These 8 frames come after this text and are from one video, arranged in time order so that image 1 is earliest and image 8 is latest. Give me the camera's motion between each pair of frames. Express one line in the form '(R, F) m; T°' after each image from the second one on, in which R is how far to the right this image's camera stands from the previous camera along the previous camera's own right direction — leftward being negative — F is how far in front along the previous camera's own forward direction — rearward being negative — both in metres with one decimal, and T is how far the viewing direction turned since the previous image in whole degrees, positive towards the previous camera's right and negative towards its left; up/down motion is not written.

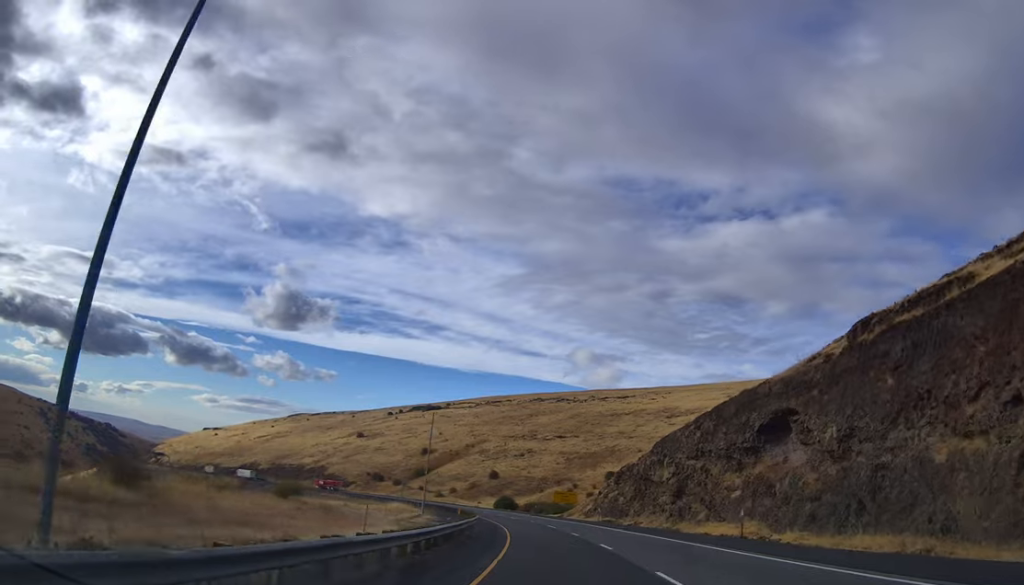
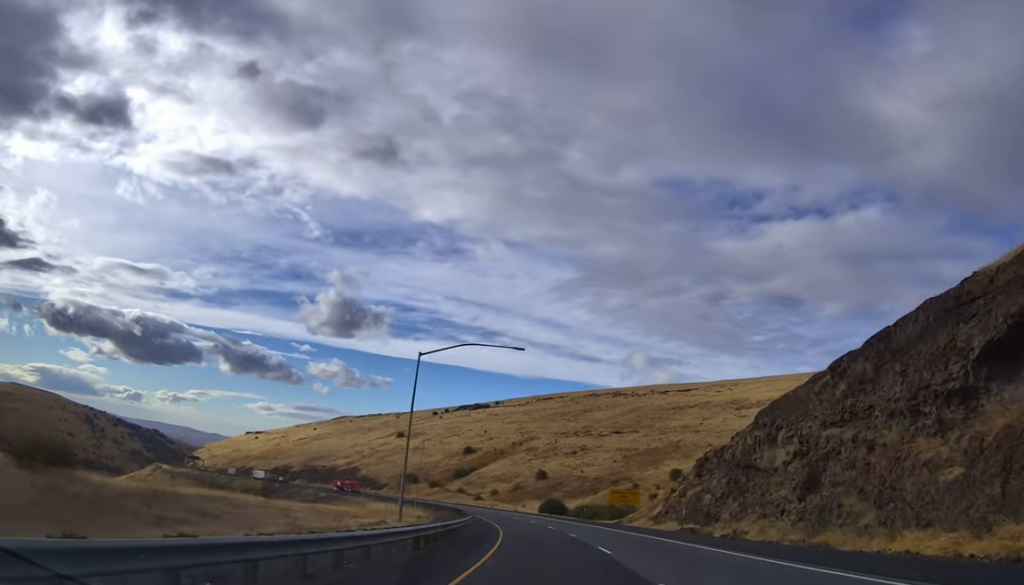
(-0.7, +27.7) m; -4°
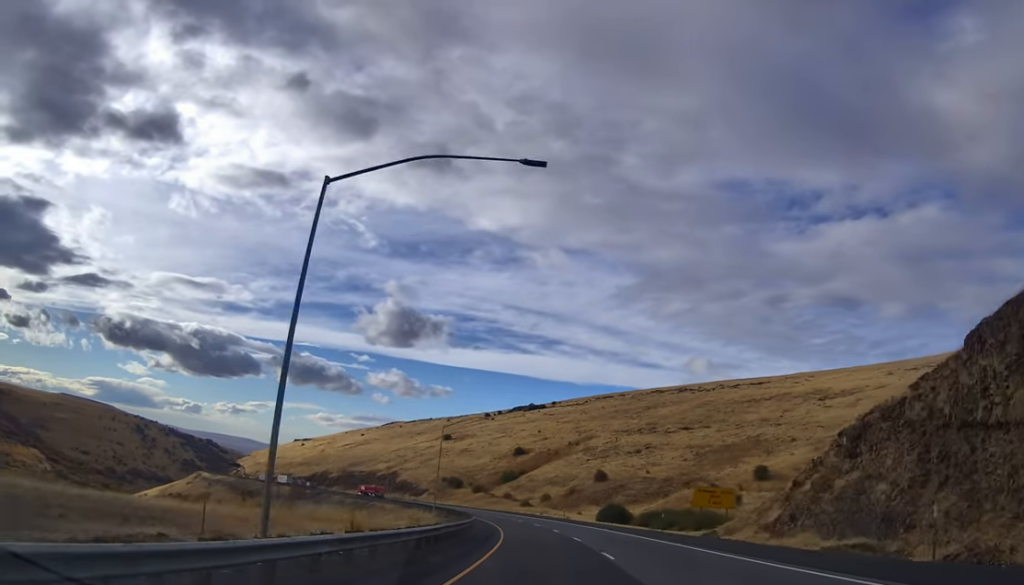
(-0.9, +26.8) m; -6°
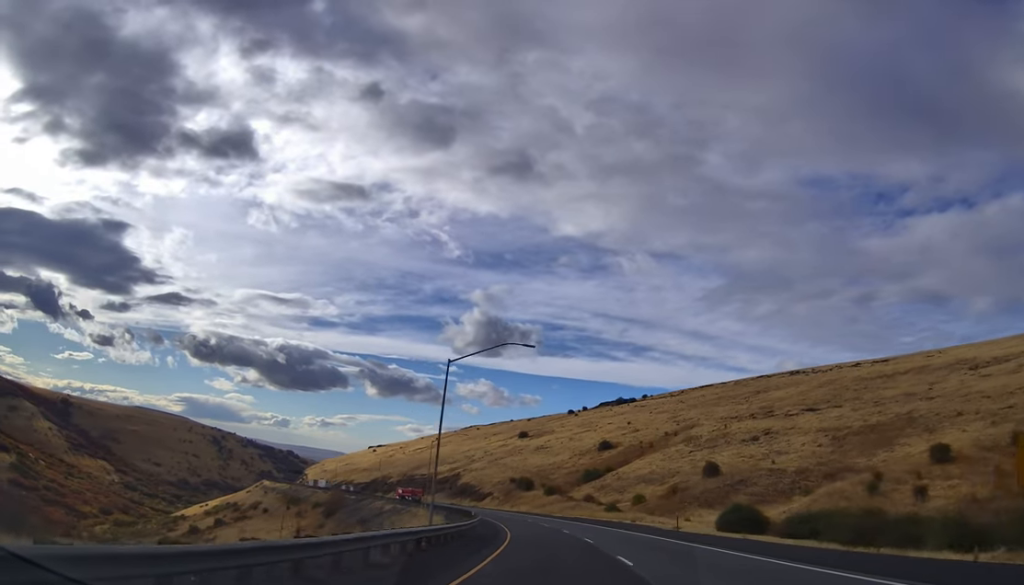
(-3.4, +40.2) m; -8°
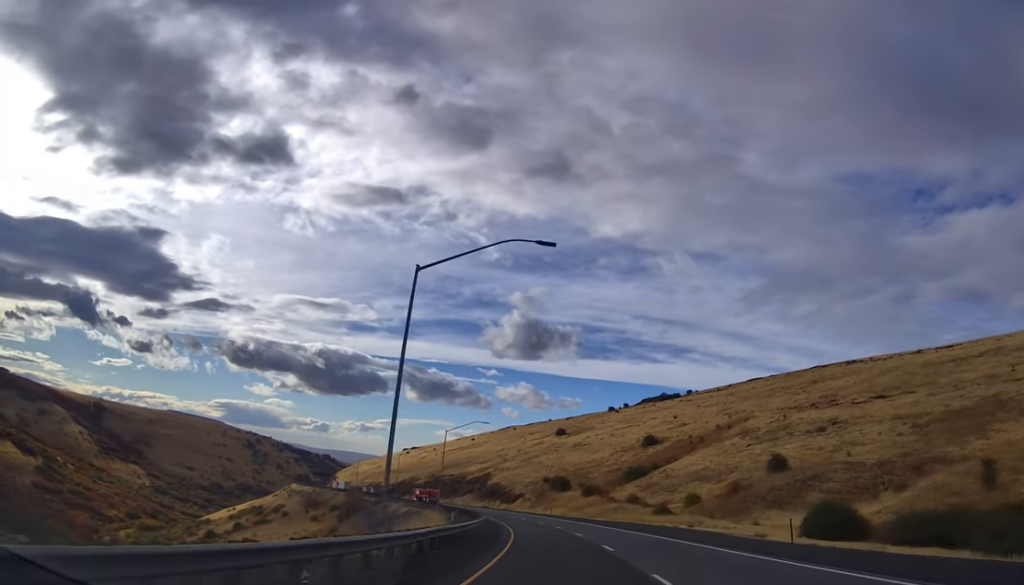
(-0.5, +18.2) m; -4°
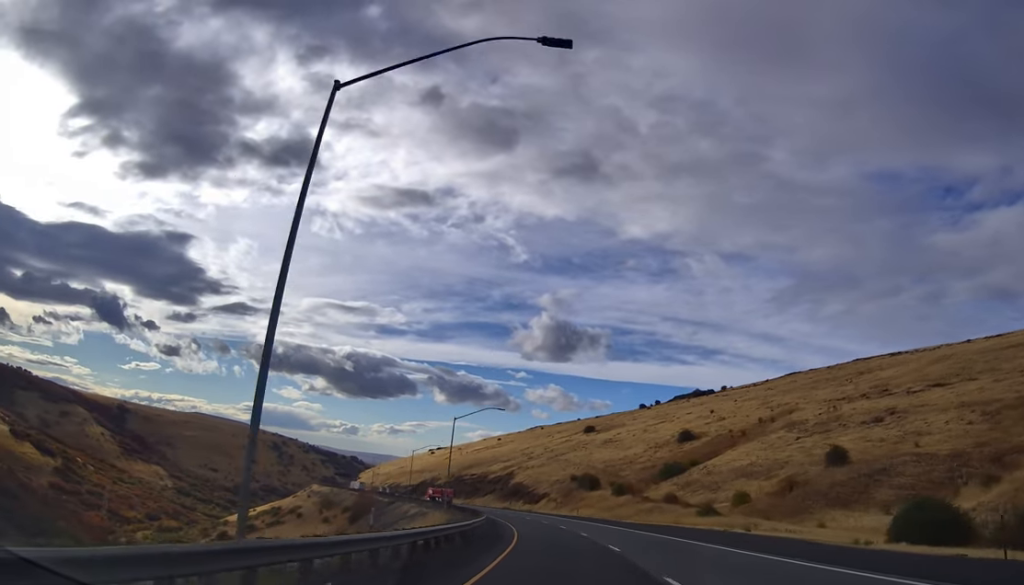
(+0.2, +13.4) m; -3°
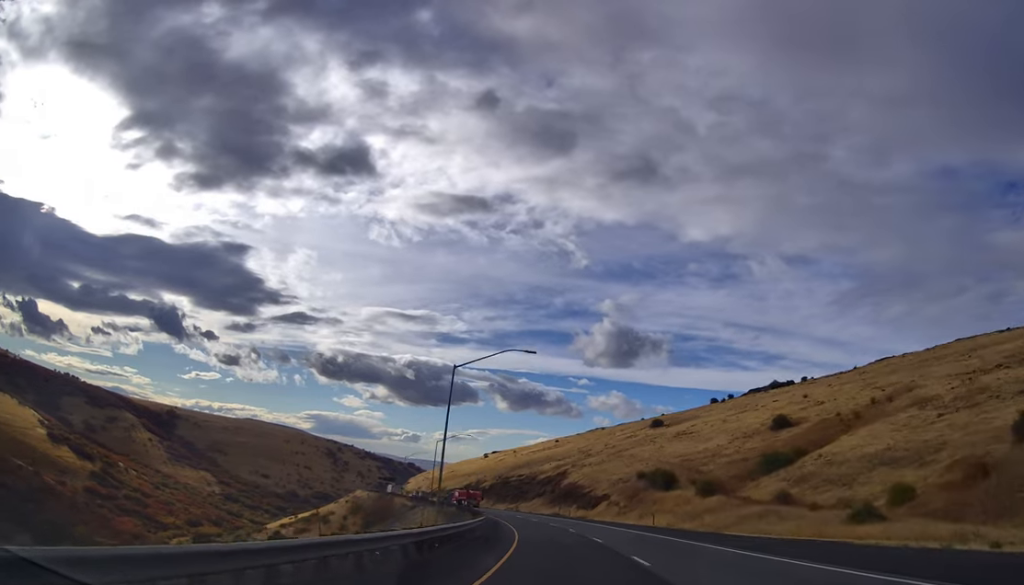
(-2.4, +30.6) m; -9°
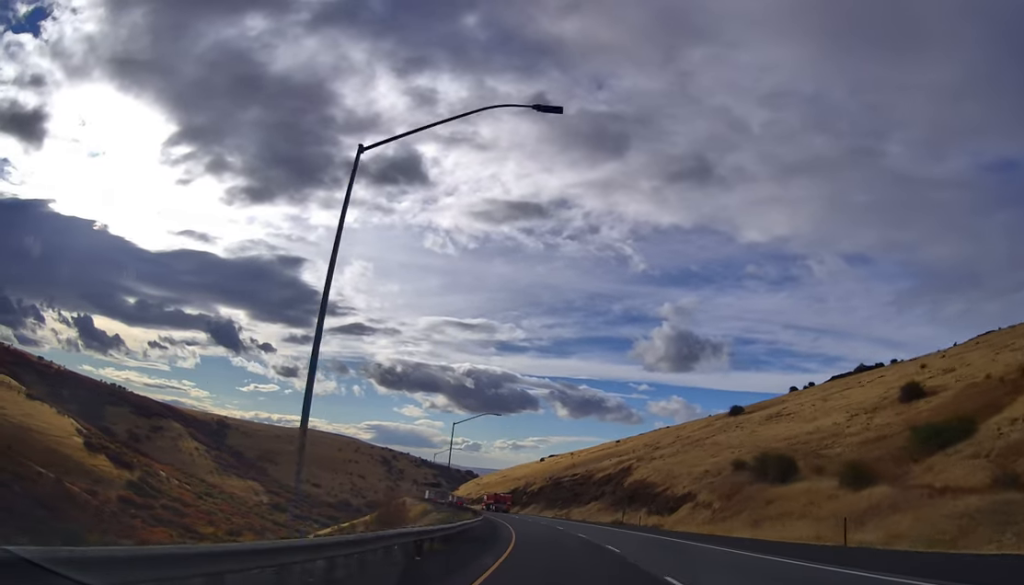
(-2.0, +30.8) m; -4°
